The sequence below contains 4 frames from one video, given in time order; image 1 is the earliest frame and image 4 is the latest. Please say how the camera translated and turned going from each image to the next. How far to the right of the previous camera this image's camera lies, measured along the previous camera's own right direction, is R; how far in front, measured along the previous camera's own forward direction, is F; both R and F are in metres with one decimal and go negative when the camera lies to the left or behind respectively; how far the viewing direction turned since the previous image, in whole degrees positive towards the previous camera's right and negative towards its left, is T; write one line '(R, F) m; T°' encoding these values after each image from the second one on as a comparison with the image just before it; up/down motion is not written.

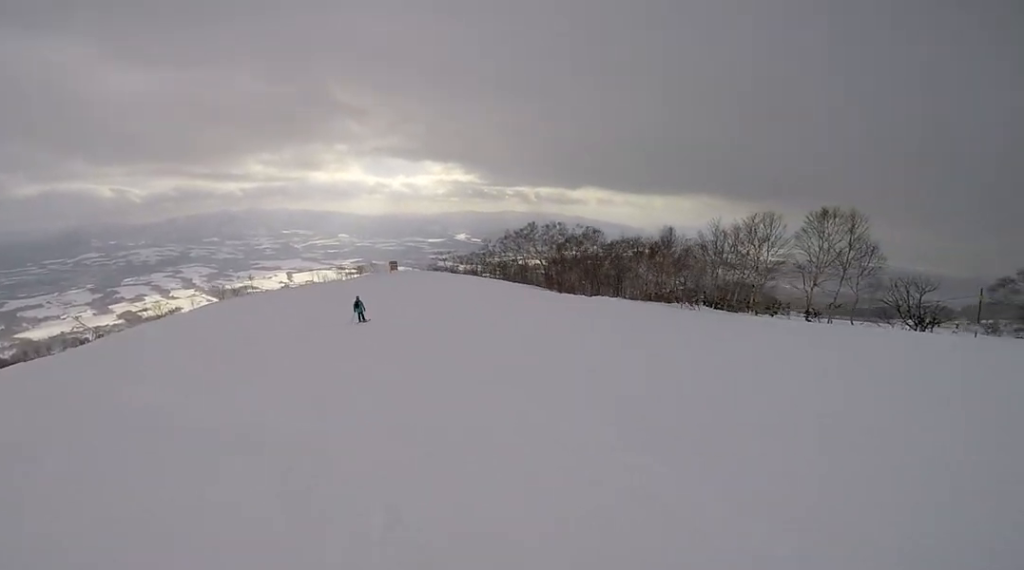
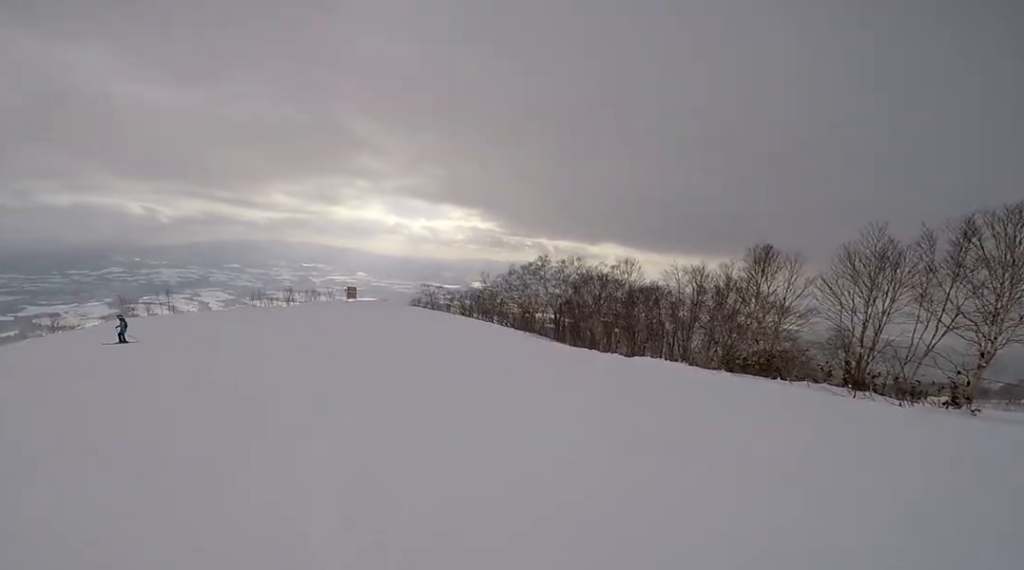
(+5.6, +15.2) m; -7°
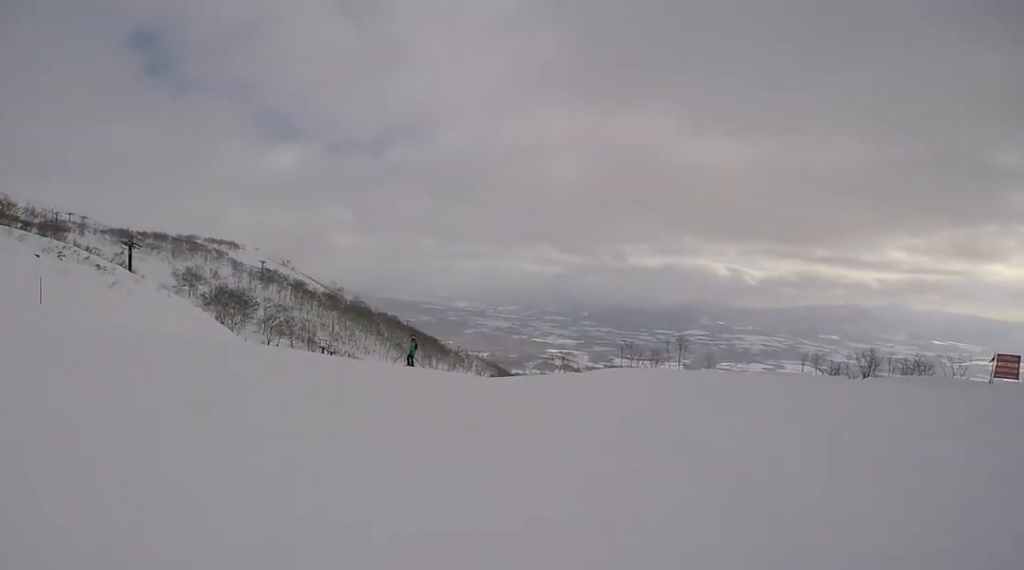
(-5.5, +8.8) m; -63°
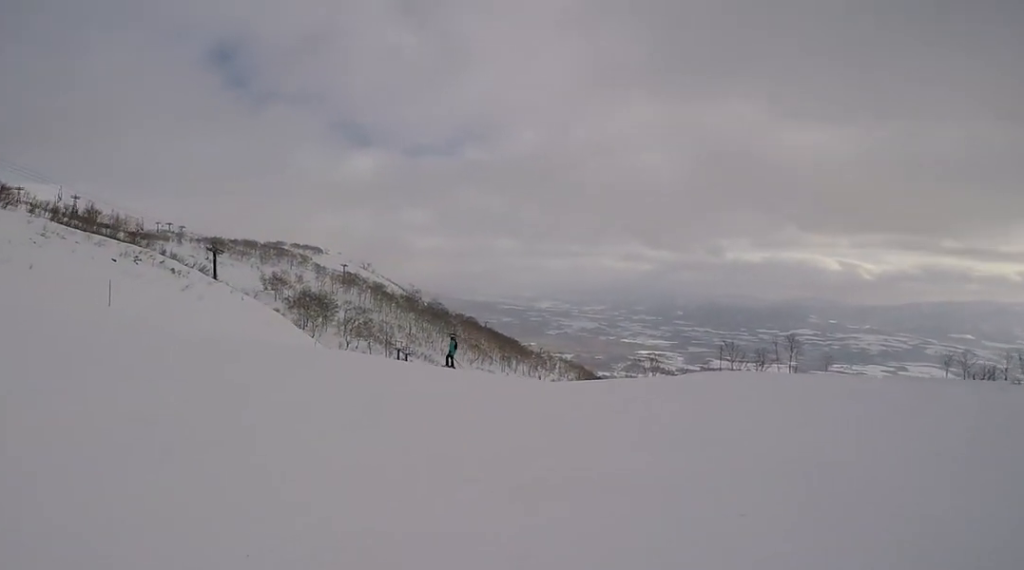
(-0.3, +1.8) m; -8°
